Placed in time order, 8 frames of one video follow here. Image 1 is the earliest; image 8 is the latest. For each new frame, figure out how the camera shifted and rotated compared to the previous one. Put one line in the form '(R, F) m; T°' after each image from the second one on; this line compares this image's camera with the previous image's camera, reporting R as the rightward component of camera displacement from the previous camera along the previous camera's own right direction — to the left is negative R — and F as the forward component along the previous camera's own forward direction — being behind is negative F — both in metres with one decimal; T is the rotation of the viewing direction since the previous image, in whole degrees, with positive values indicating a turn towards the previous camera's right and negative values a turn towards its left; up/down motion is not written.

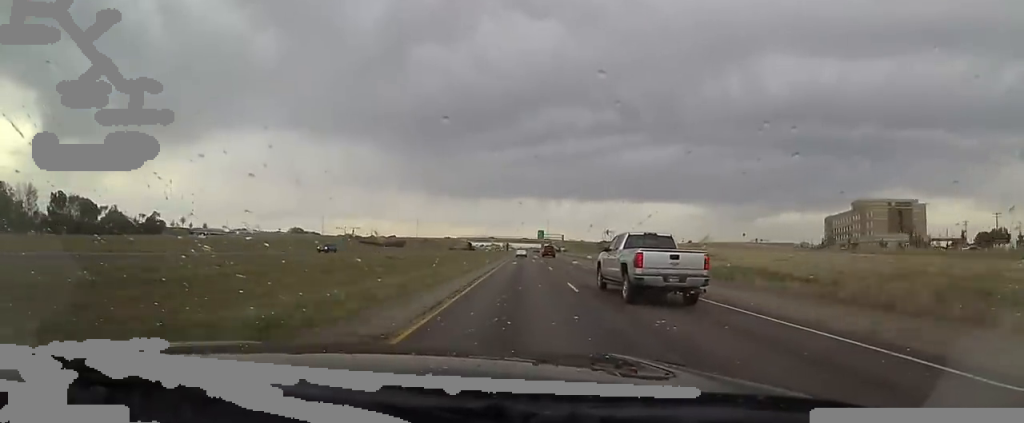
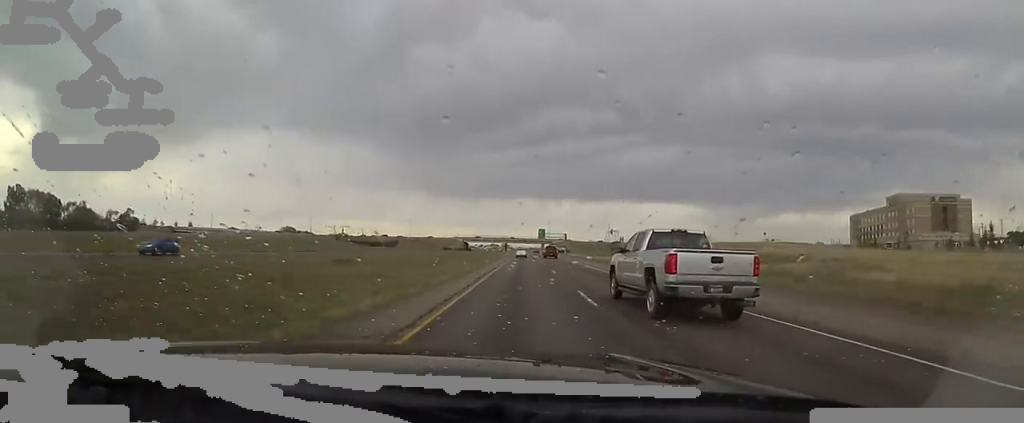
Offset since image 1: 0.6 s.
(0.0, +18.8) m; +1°
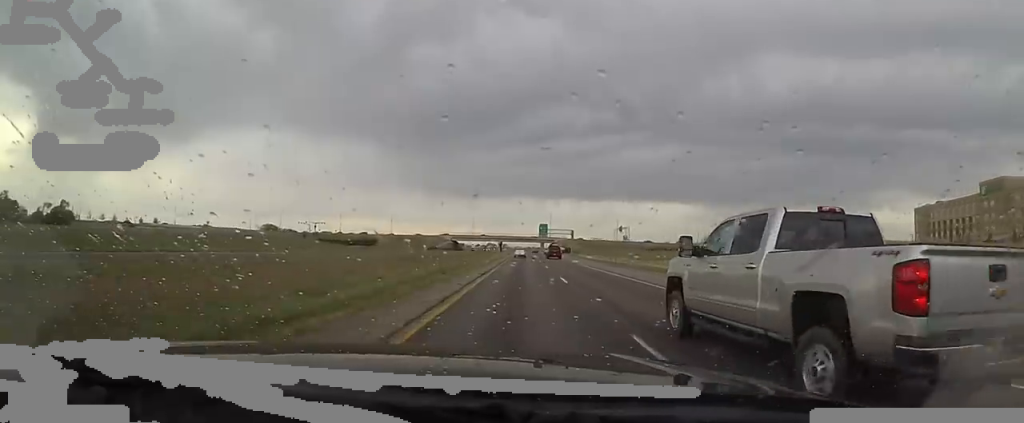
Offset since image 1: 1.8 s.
(+1.4, +38.6) m; +2°
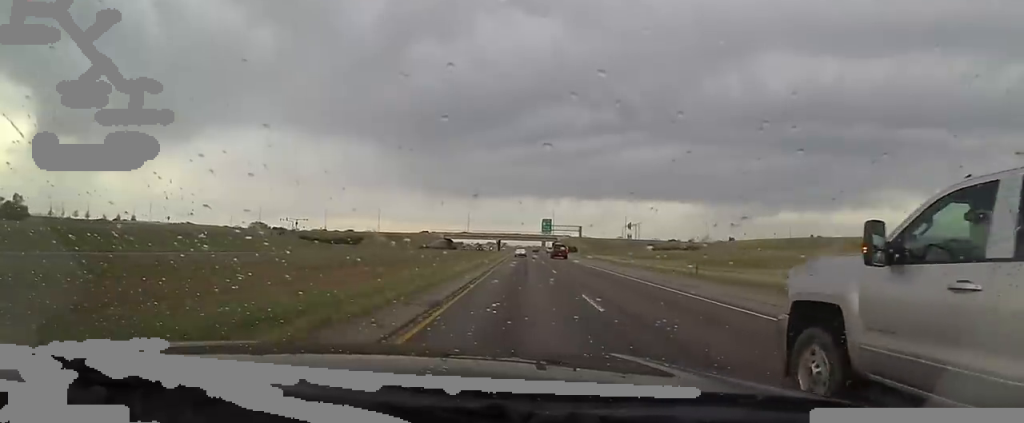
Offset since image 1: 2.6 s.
(+0.1, +24.2) m; -1°
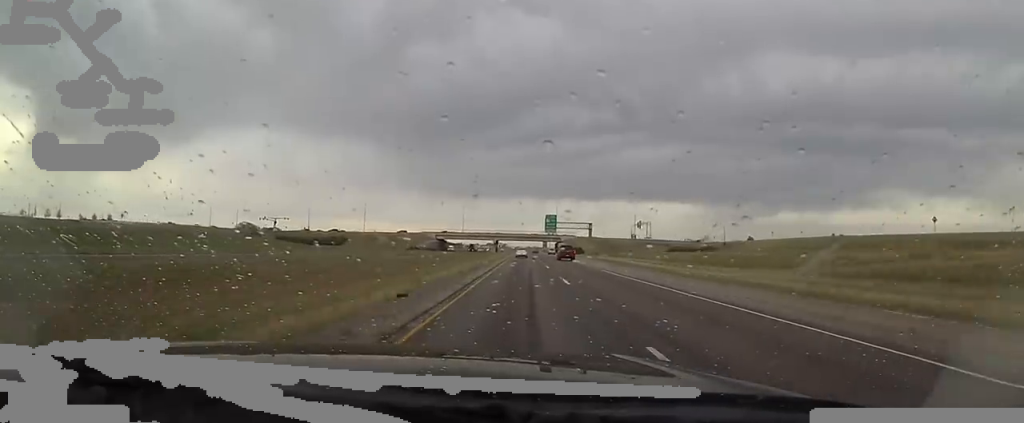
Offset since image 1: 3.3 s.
(-0.9, +23.2) m; -1°
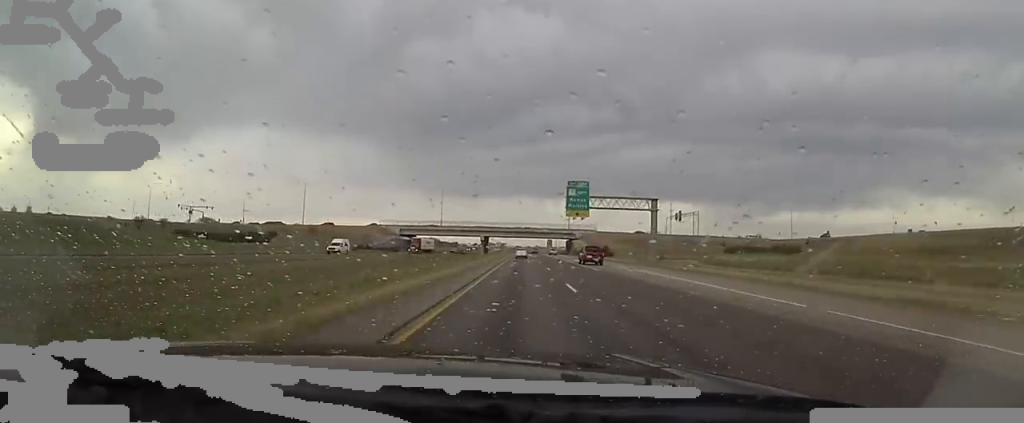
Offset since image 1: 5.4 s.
(+1.0, +66.1) m; +1°
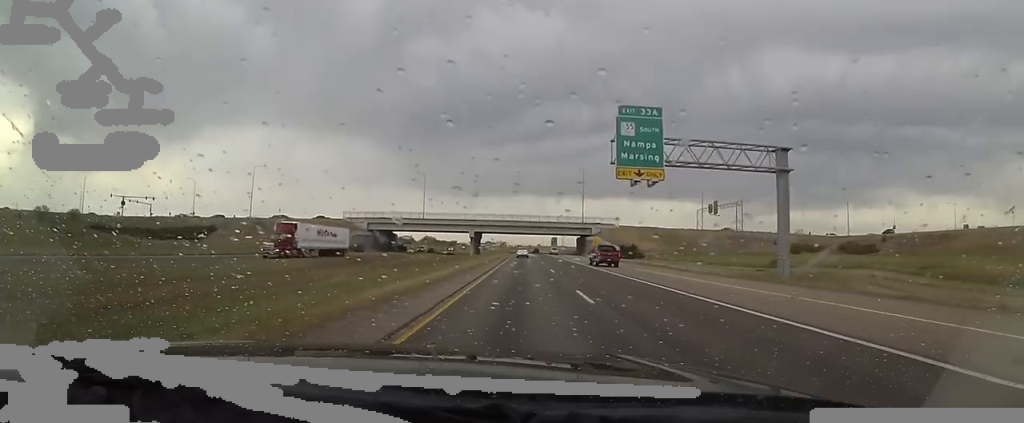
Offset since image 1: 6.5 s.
(+0.2, +33.6) m; 0°
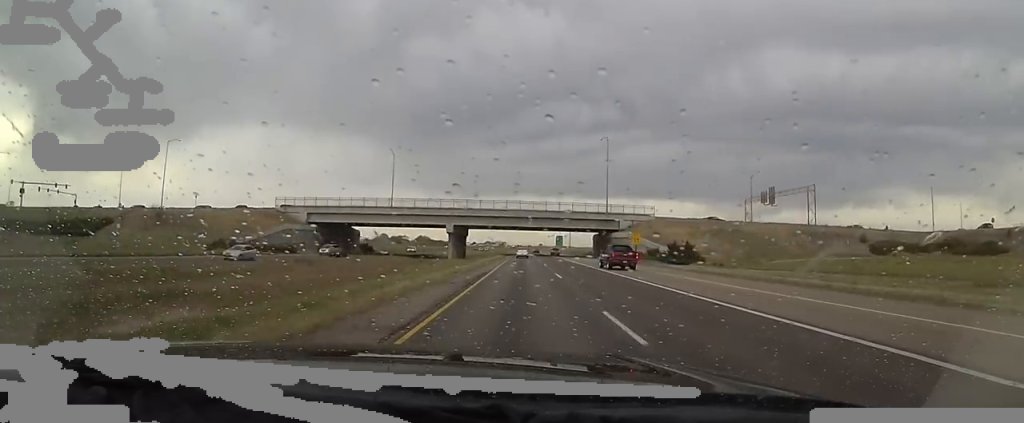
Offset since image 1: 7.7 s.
(-0.1, +34.7) m; 0°
